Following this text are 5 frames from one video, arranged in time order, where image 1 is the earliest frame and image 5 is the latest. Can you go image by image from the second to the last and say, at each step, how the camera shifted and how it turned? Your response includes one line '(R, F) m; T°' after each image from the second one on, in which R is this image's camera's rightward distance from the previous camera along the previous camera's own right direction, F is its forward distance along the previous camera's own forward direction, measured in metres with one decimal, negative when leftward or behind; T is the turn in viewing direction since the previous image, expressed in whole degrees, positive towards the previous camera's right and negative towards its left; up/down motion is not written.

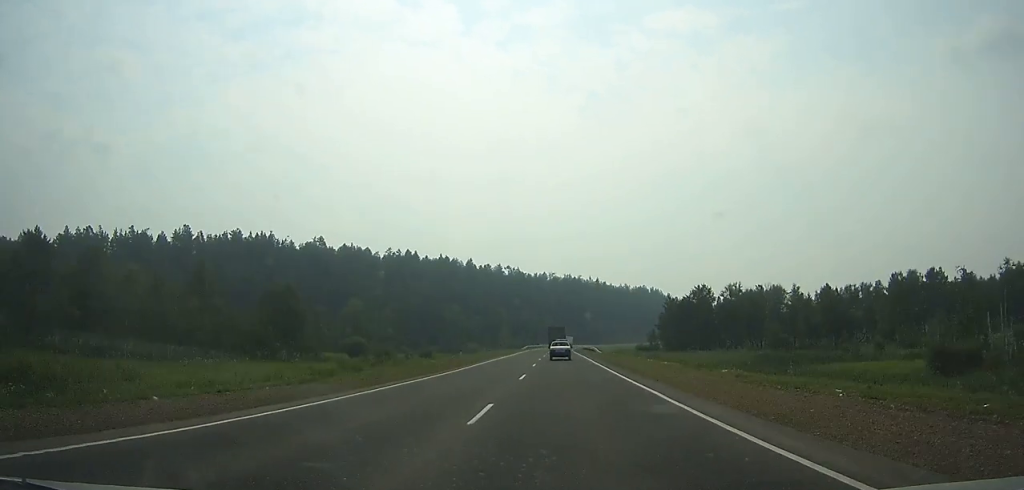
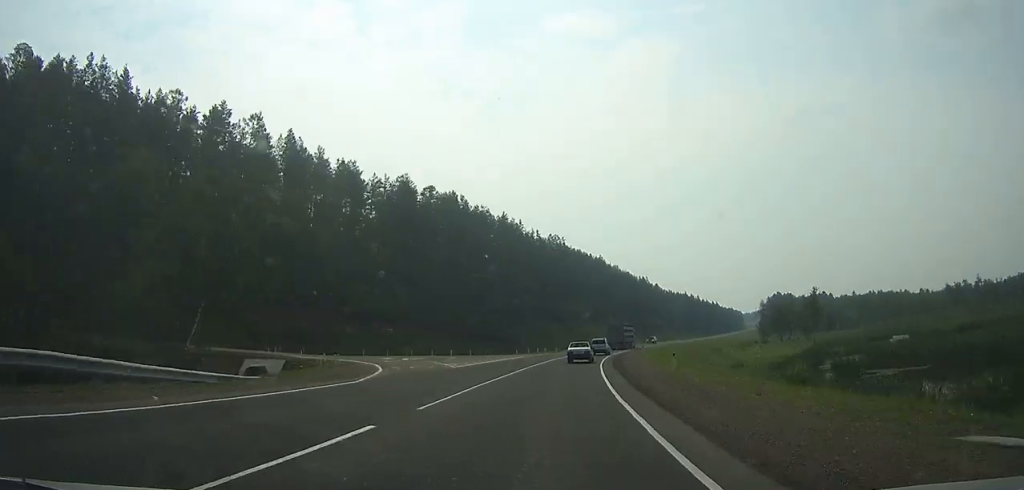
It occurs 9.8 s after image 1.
(+10.4, +218.4) m; +11°
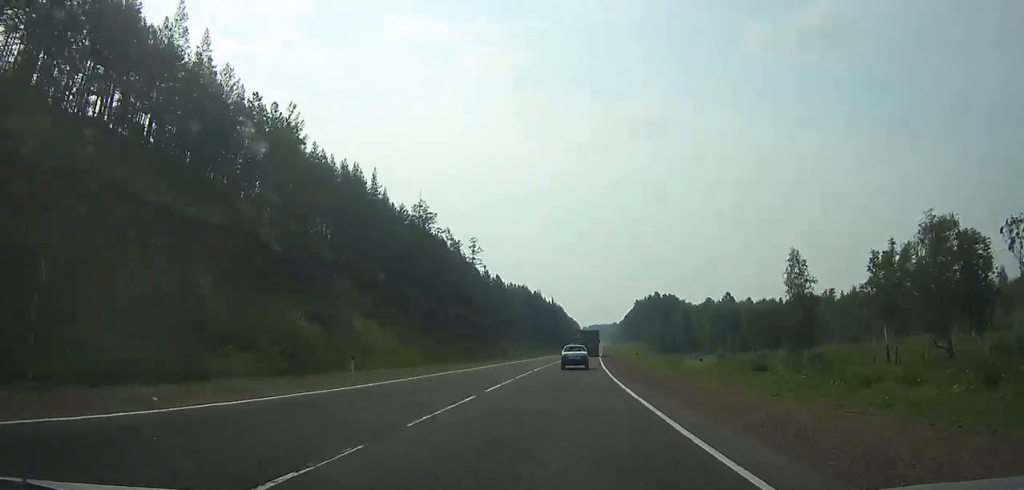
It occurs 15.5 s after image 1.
(+21.2, +128.7) m; +17°
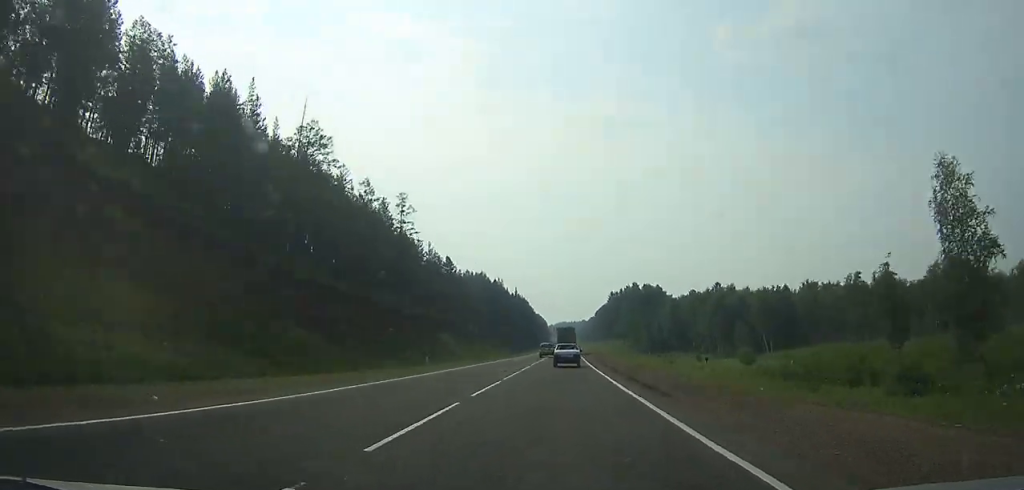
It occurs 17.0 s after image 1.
(+1.5, +34.0) m; +2°
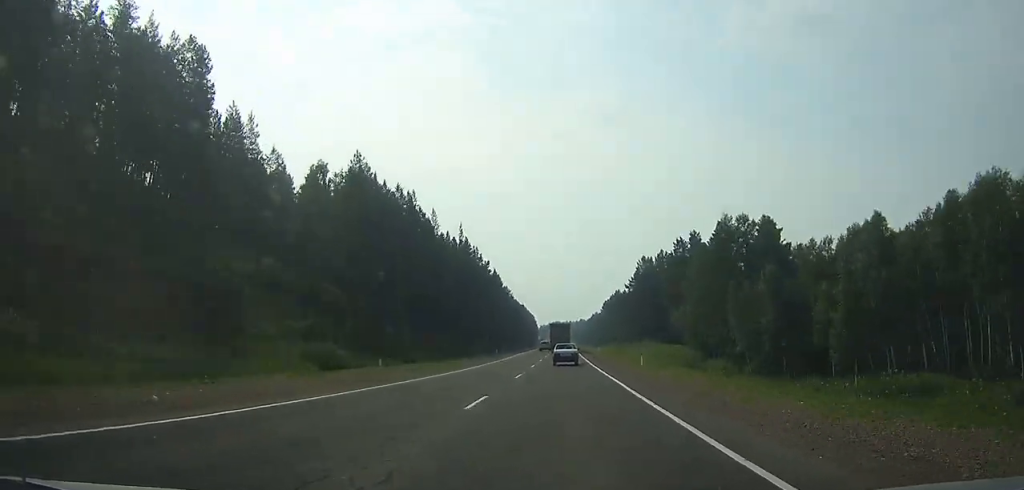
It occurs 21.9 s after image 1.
(+4.2, +112.5) m; +2°
